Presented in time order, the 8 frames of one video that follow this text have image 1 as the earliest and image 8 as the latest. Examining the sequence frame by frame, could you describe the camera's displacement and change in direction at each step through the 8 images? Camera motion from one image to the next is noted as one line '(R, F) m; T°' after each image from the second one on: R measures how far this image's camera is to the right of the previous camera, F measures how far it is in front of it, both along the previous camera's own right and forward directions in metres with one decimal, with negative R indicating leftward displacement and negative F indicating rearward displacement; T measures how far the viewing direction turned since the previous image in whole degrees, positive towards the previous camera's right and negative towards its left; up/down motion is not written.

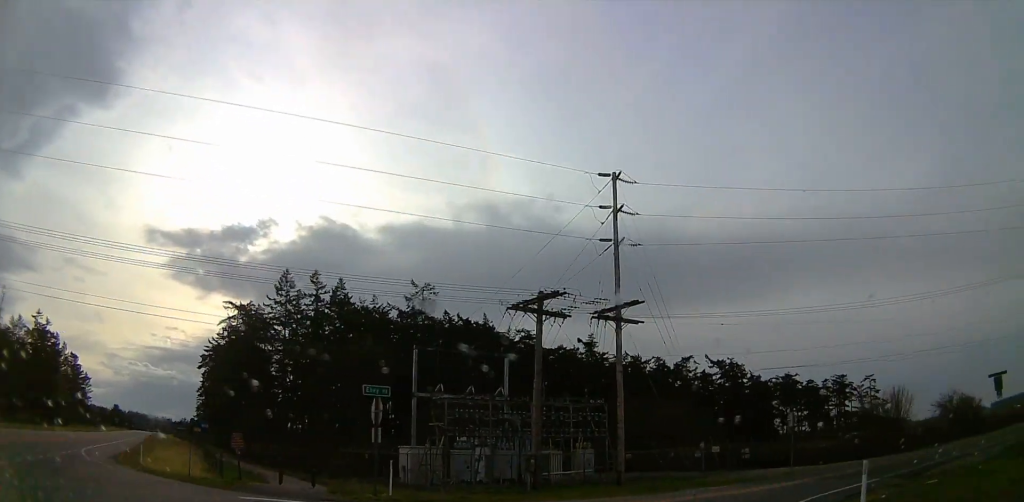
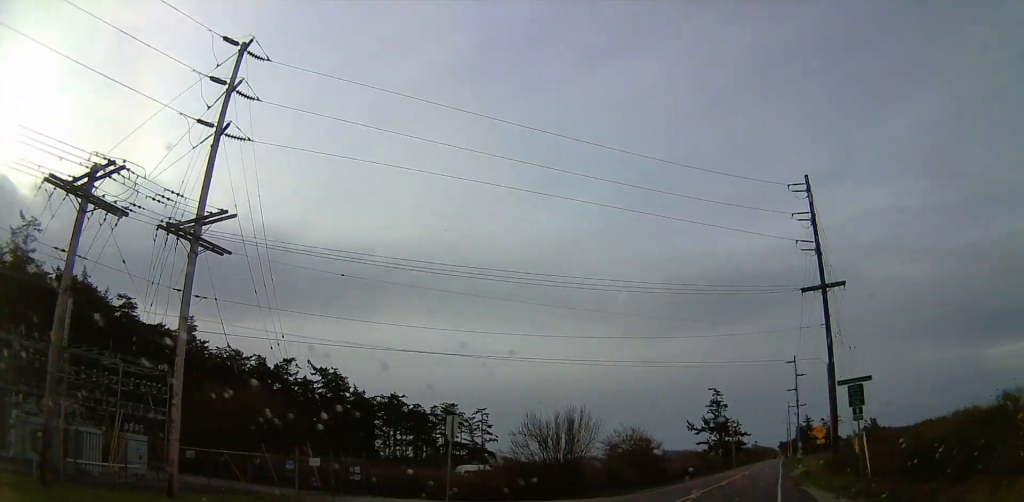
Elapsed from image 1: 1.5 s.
(+4.1, +14.3) m; +39°
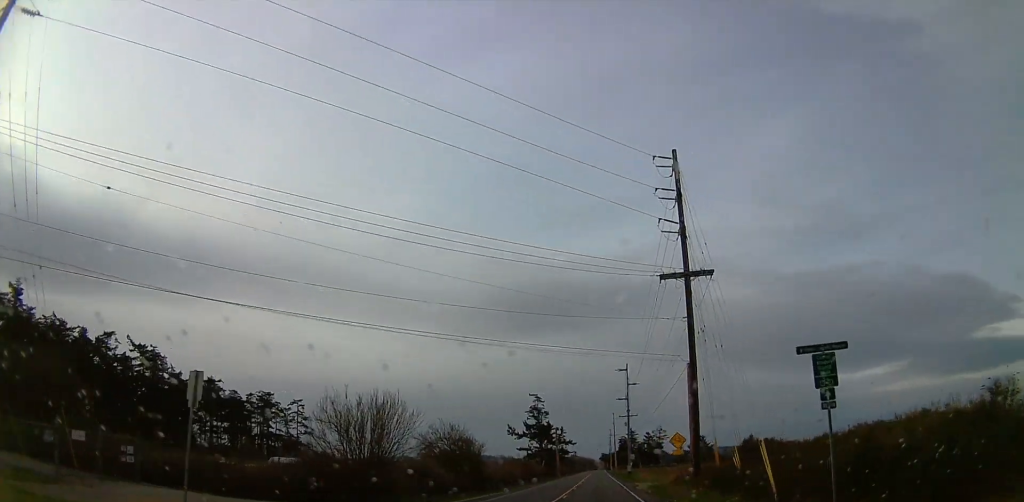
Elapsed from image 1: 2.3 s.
(+1.5, +7.9) m; +11°
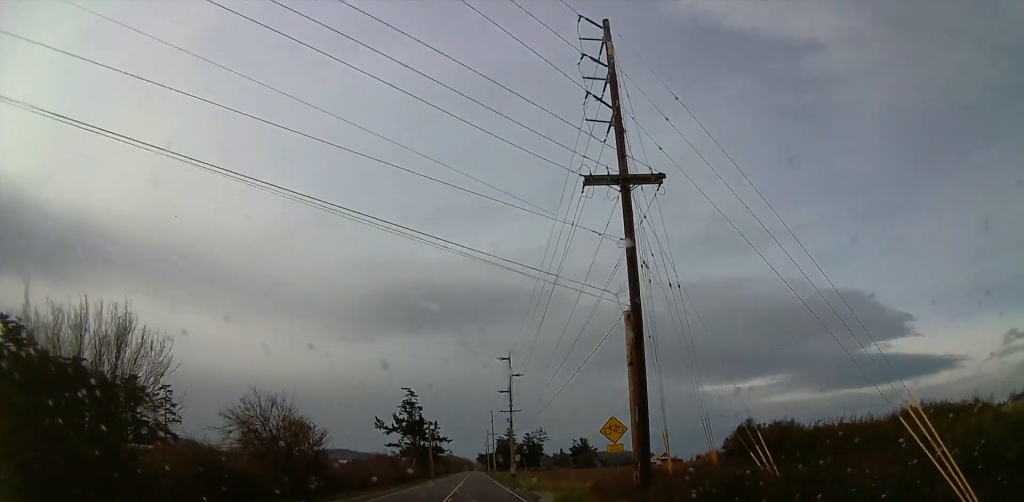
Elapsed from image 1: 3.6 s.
(+1.2, +15.5) m; +4°
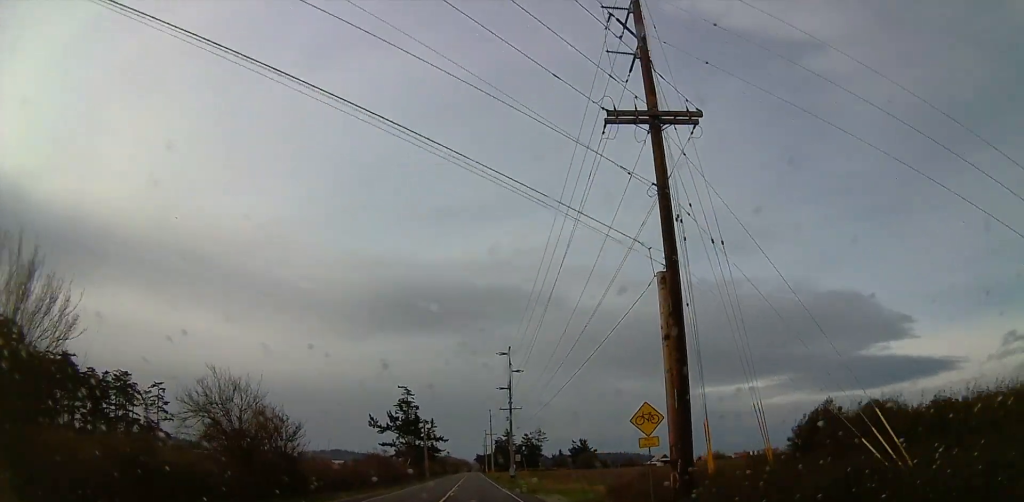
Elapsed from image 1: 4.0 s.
(0.0, +5.3) m; 0°
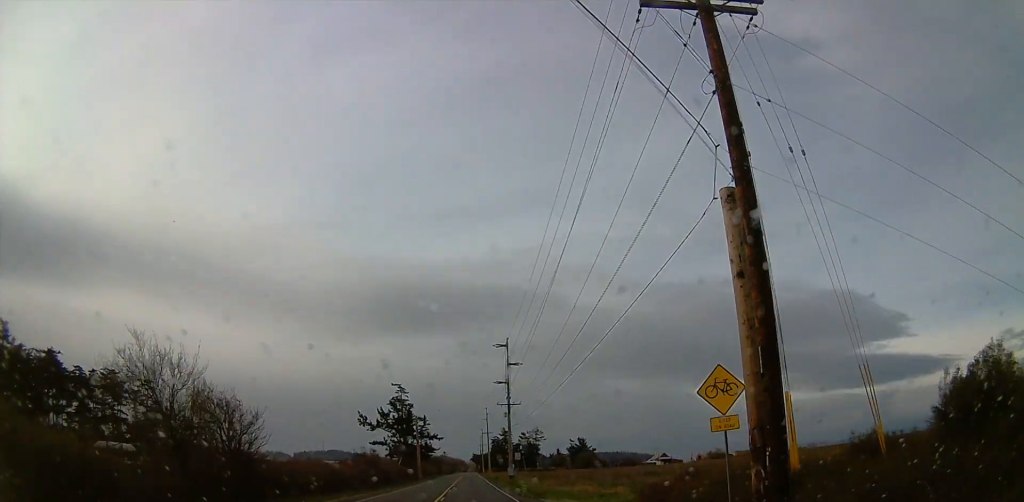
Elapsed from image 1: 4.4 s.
(0.0, +6.3) m; 0°
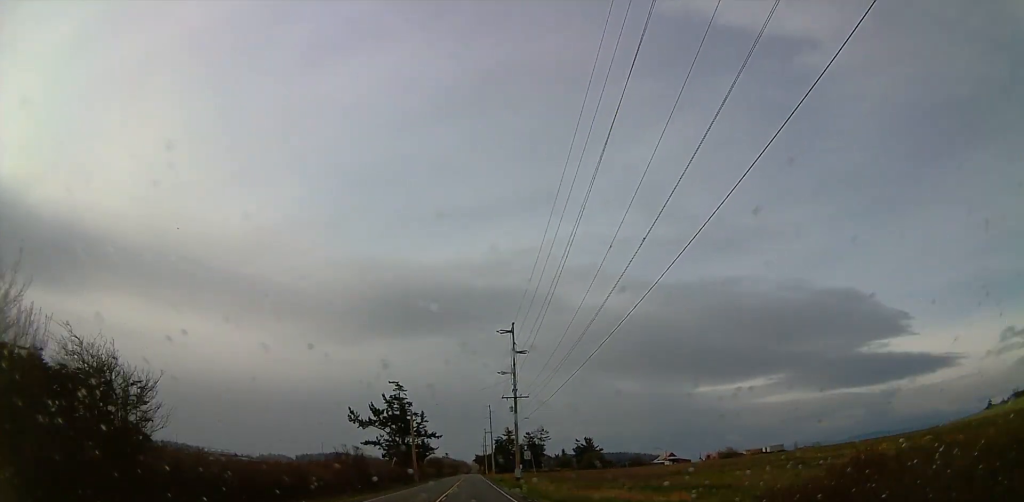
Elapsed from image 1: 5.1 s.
(0.0, +10.2) m; 0°
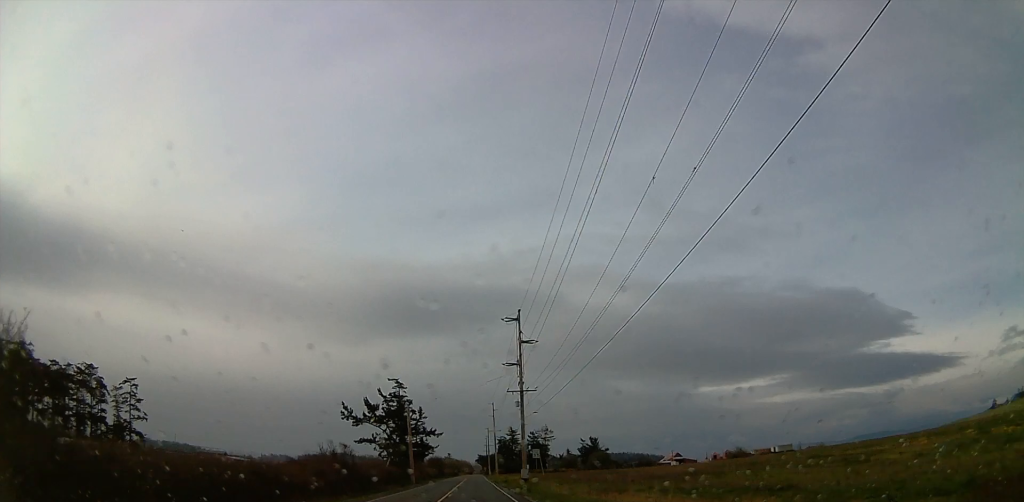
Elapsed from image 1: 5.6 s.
(0.0, +6.5) m; 0°
